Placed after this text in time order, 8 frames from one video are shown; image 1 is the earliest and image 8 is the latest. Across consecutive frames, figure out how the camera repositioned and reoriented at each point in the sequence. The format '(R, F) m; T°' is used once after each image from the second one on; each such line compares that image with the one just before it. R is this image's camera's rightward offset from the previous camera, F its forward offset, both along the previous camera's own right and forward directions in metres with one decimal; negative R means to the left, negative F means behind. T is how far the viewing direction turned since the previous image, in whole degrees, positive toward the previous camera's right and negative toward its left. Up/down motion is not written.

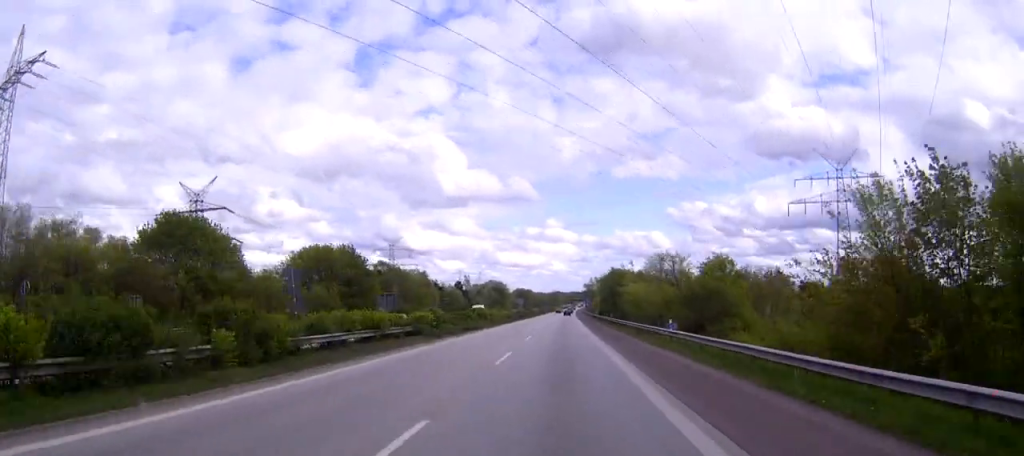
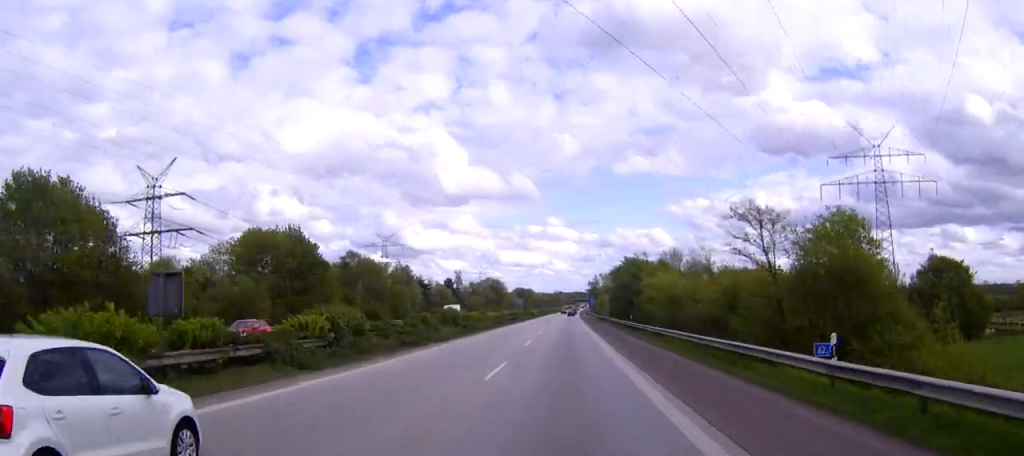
(0.0, +22.2) m; 0°
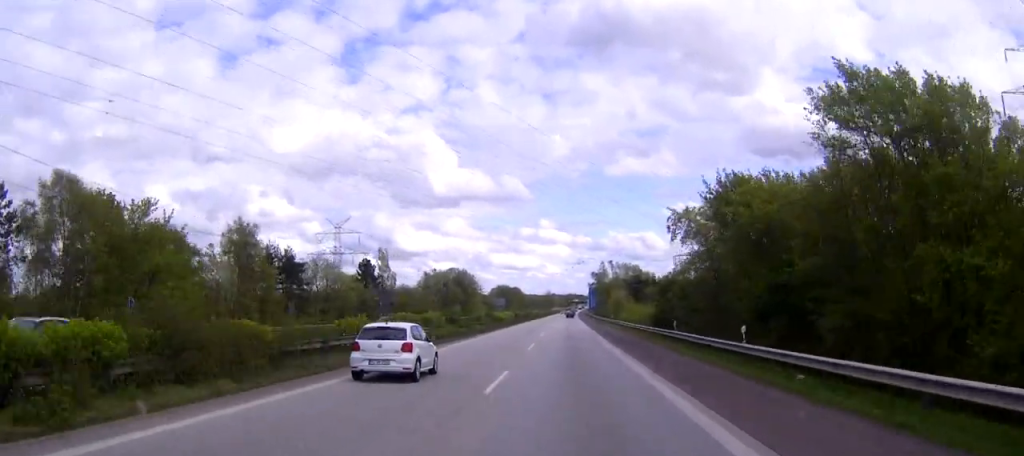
(+0.2, +75.4) m; +1°
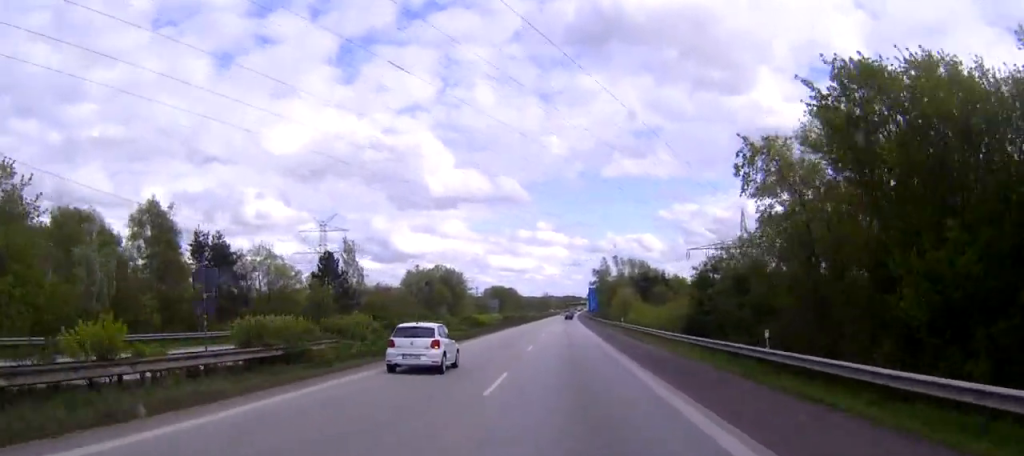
(+0.1, +18.0) m; 0°
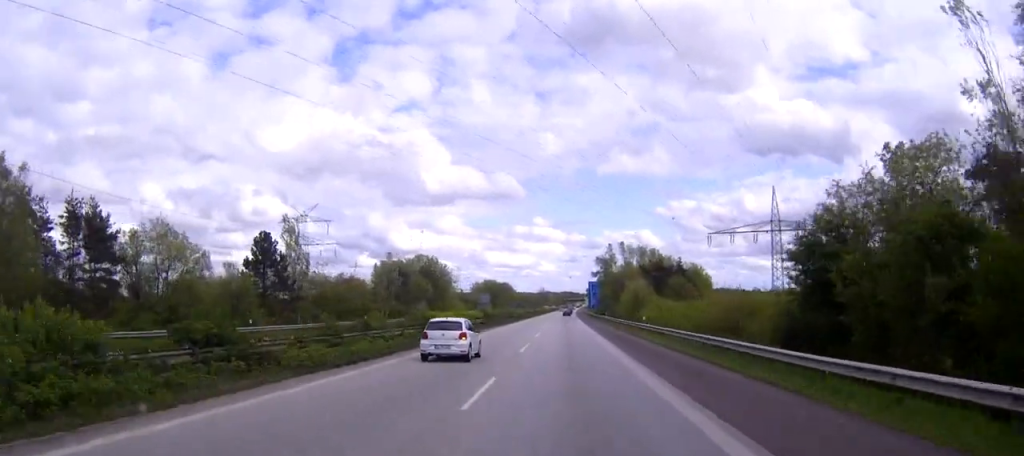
(0.0, +21.1) m; 0°
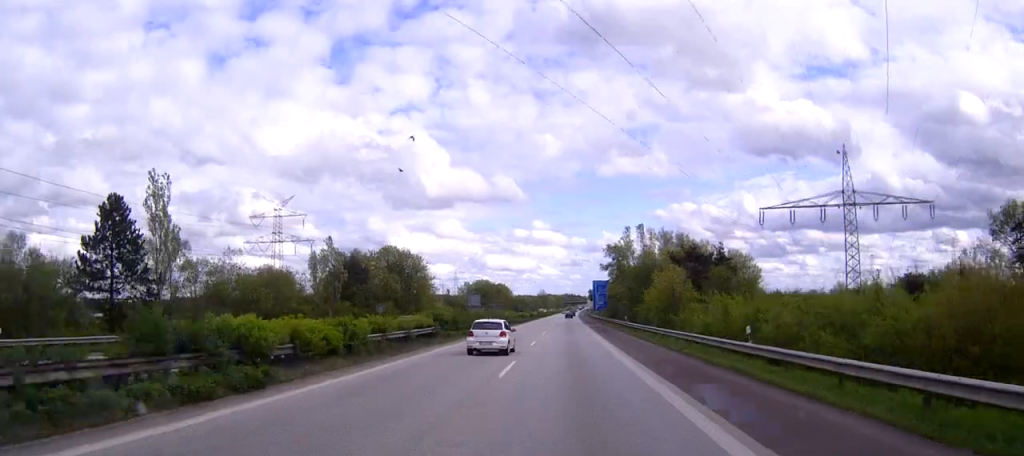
(0.0, +29.0) m; 0°
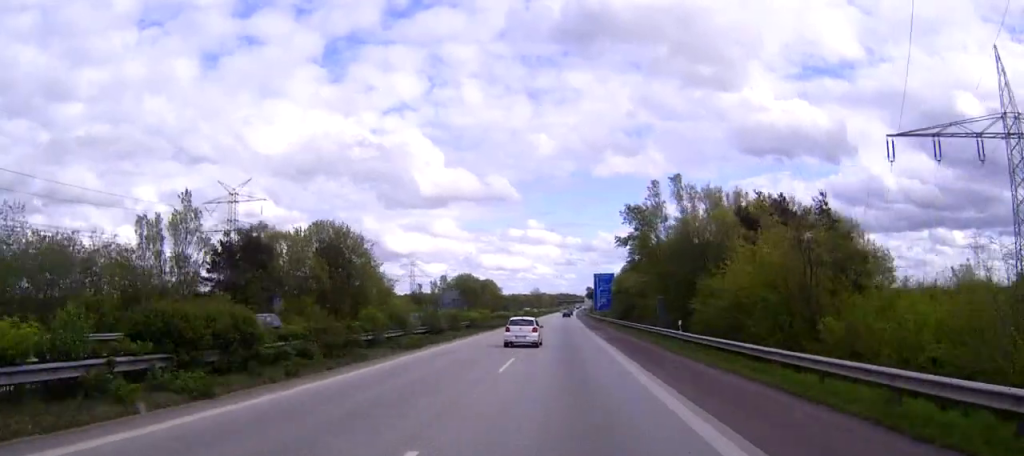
(+0.1, +34.9) m; 0°
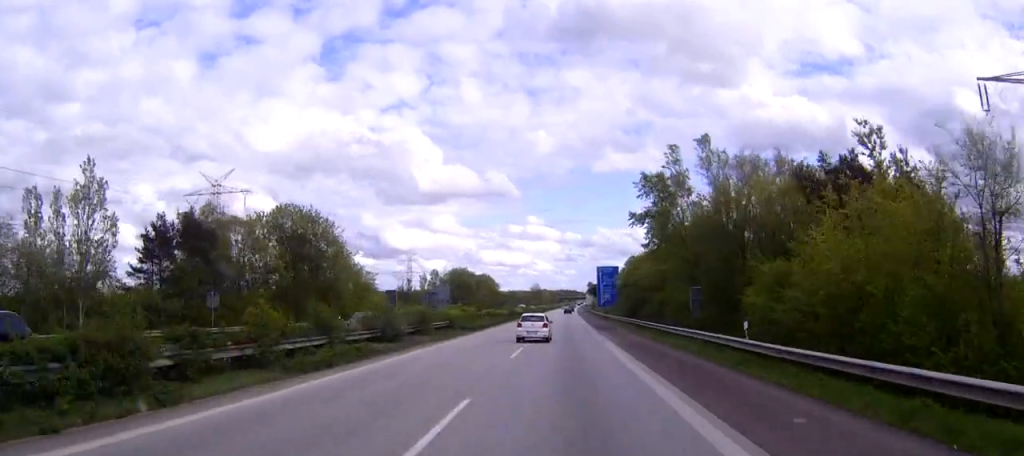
(0.0, +12.9) m; 0°
